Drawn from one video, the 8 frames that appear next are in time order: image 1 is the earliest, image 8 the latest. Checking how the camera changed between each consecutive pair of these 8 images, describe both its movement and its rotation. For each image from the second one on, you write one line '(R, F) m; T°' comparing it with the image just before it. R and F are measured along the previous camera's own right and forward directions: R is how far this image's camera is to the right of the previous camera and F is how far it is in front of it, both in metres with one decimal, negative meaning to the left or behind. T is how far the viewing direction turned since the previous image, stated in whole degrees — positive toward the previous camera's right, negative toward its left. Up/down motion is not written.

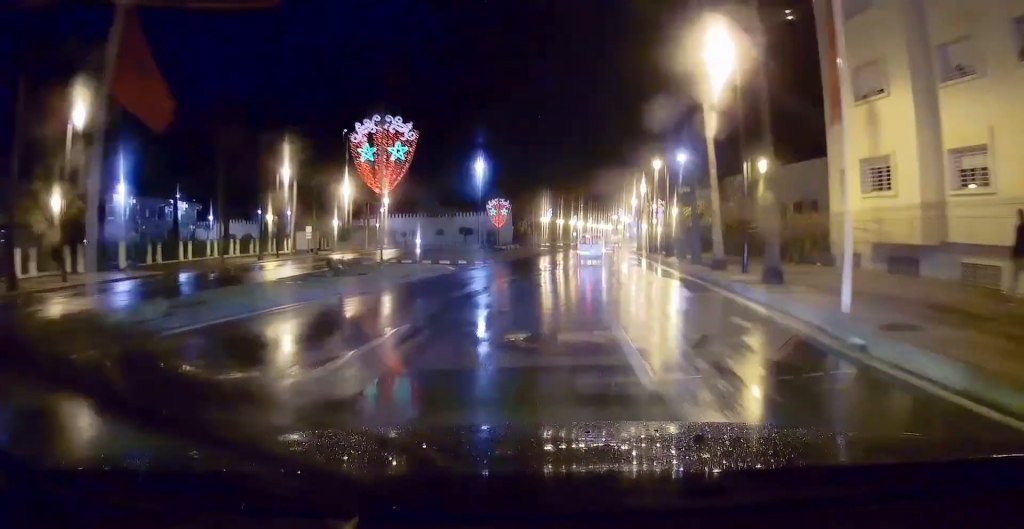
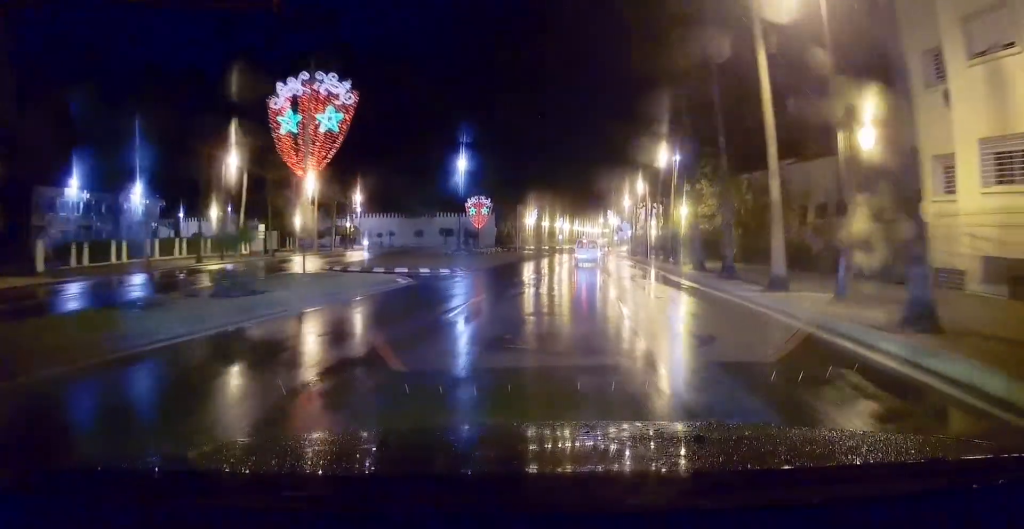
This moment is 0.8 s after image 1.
(-0.1, +7.5) m; +1°
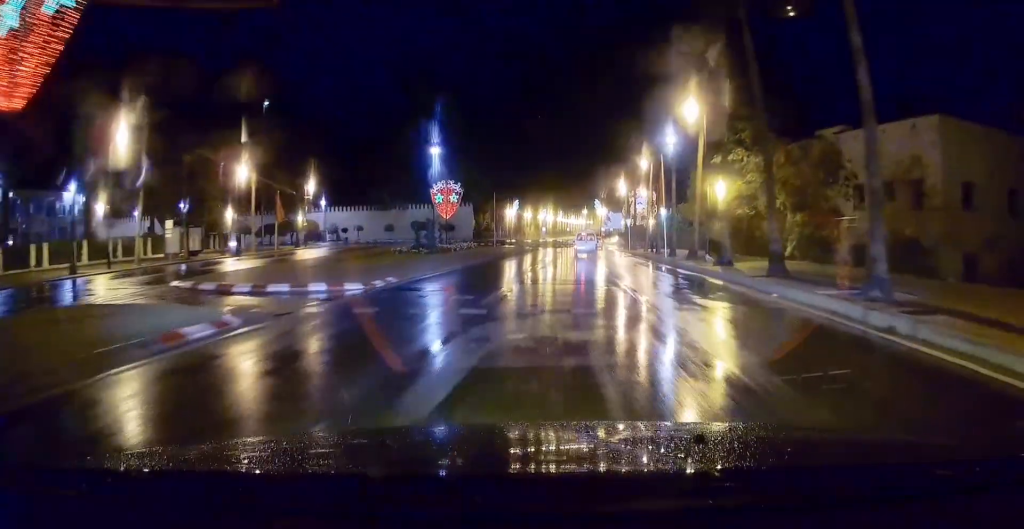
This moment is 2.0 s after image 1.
(+0.3, +11.7) m; +2°
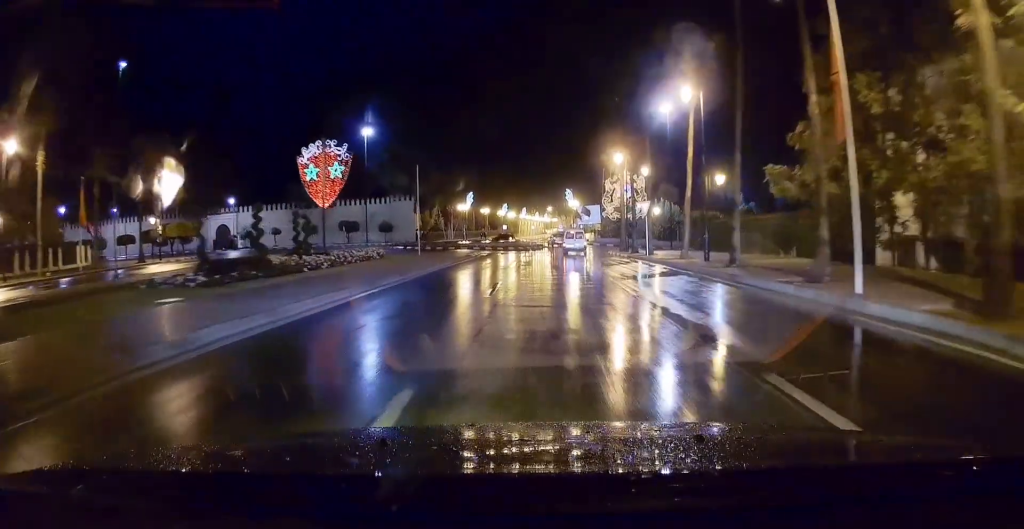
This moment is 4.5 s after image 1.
(+0.7, +24.2) m; +3°
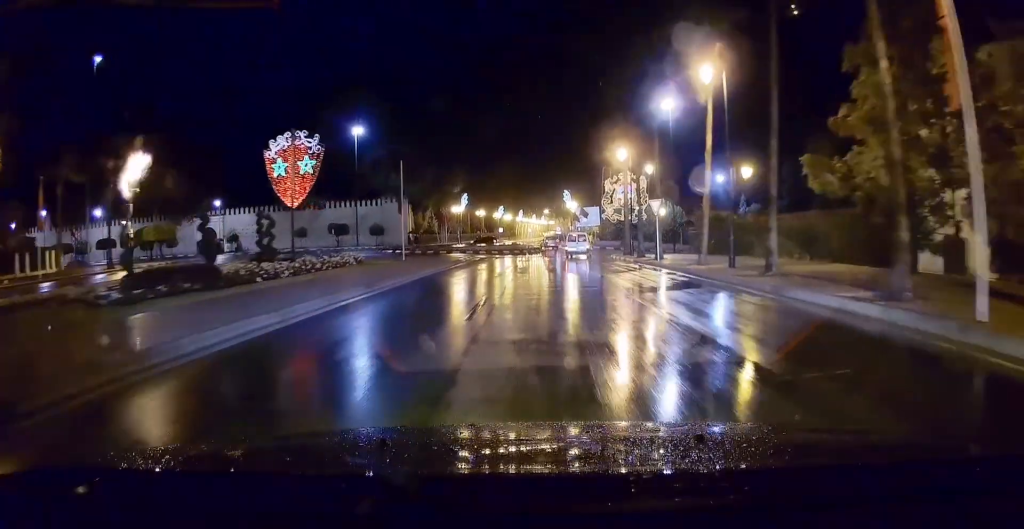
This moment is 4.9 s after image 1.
(0.0, +3.8) m; 0°
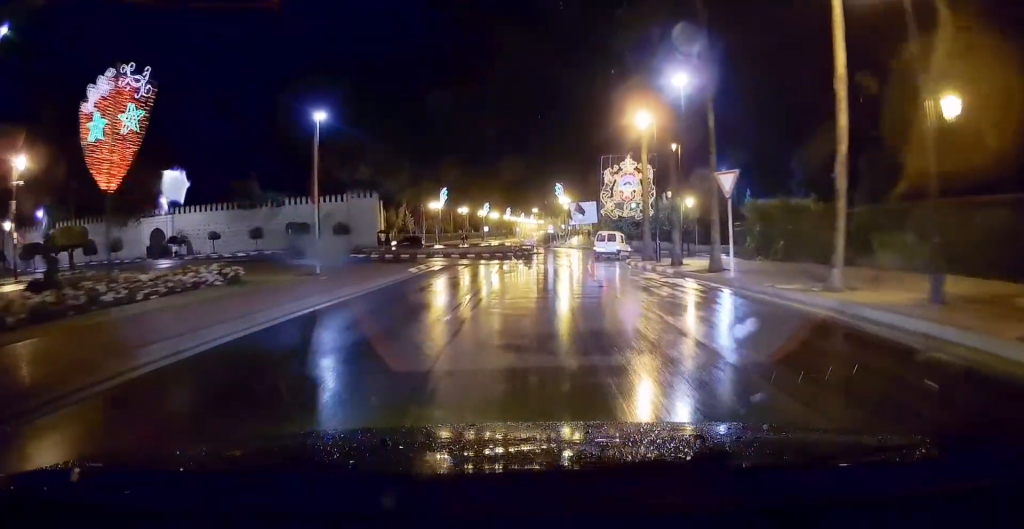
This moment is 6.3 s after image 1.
(+0.1, +12.5) m; +1°
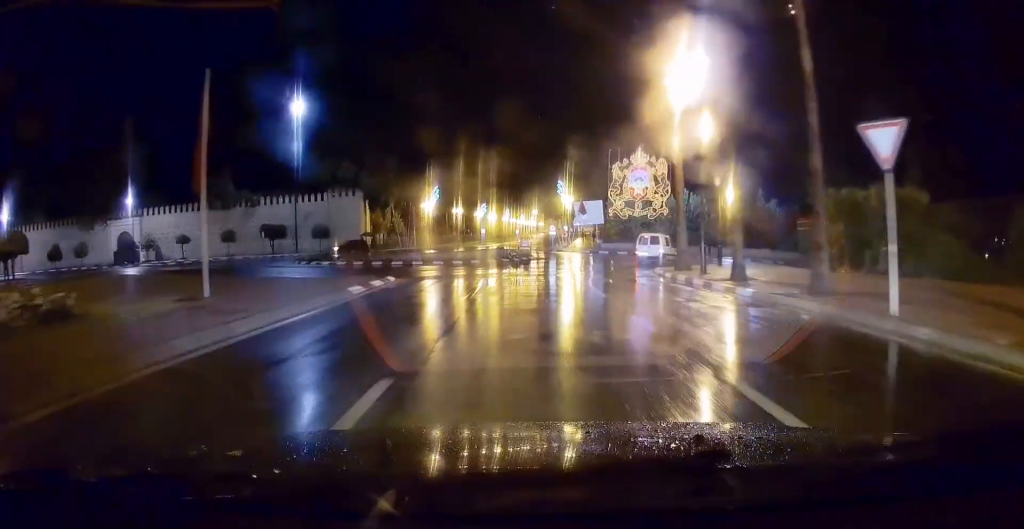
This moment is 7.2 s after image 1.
(0.0, +8.4) m; +2°
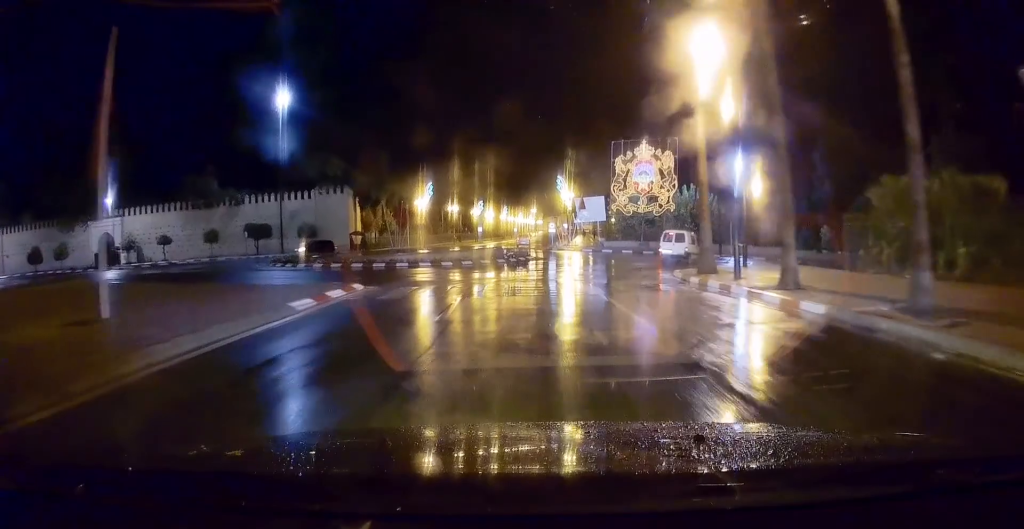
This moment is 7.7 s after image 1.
(+0.1, +4.0) m; +1°
